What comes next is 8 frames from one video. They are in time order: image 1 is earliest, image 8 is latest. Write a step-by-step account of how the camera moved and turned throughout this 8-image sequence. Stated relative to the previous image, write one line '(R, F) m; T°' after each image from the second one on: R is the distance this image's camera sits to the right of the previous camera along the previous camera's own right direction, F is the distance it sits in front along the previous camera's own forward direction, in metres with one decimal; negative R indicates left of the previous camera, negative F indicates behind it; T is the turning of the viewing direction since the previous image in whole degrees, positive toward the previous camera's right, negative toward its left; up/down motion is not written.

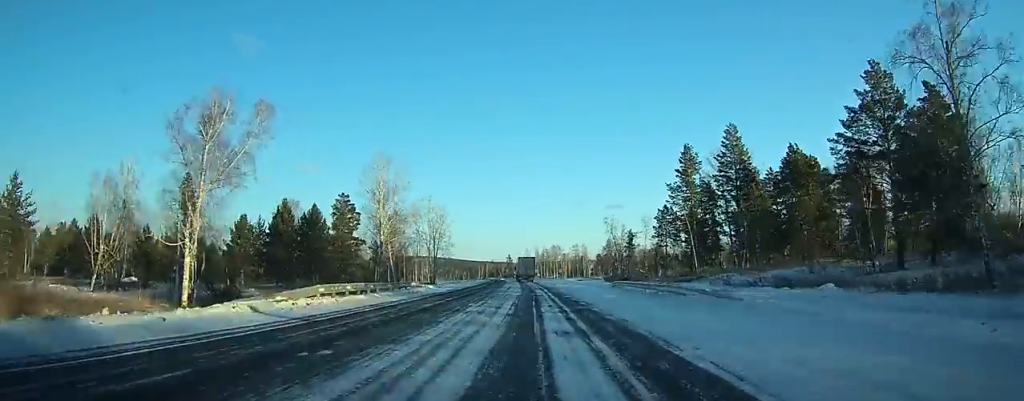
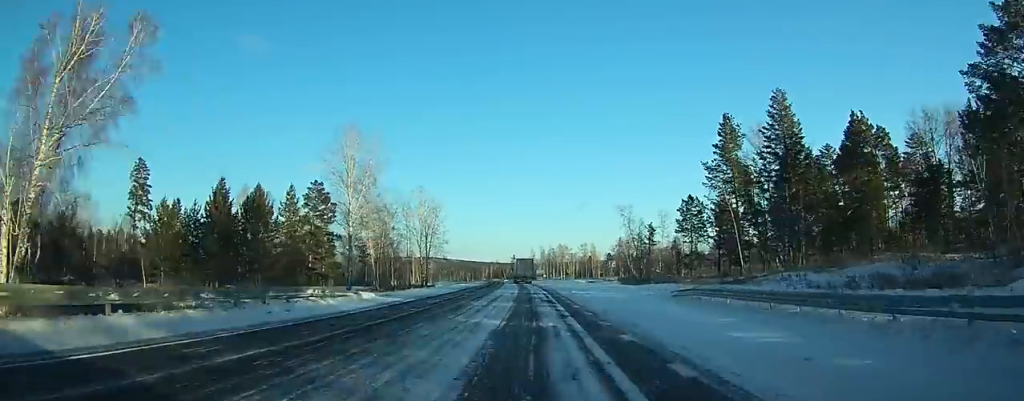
(-0.1, +21.3) m; -1°
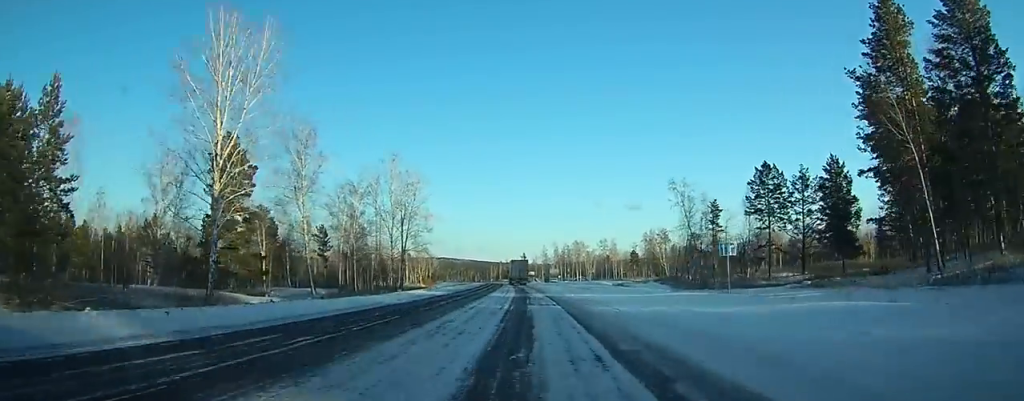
(-0.9, +40.8) m; -2°
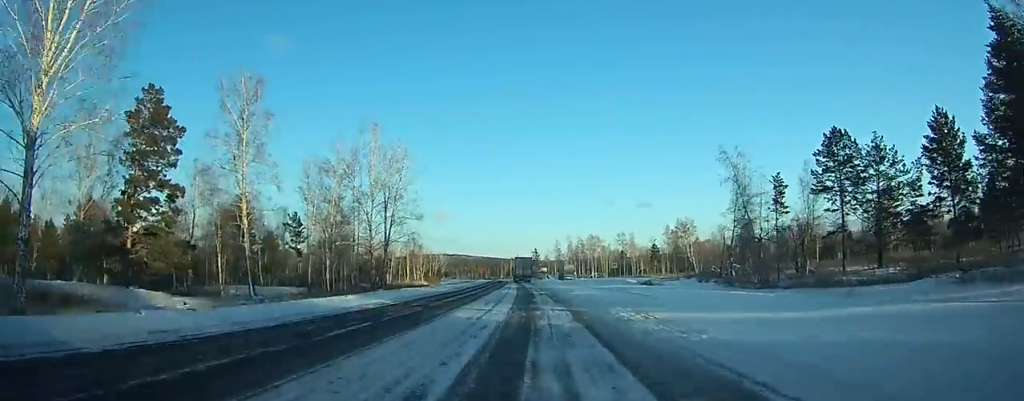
(-0.2, +21.0) m; -1°
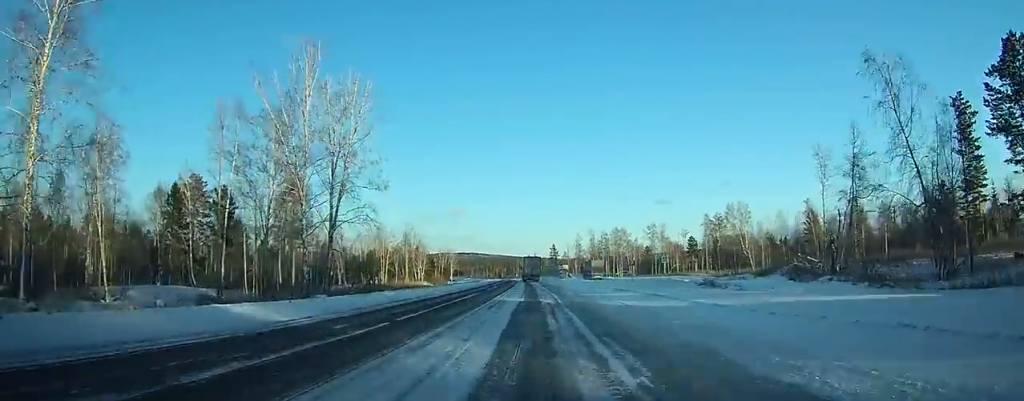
(-0.3, +32.2) m; -1°
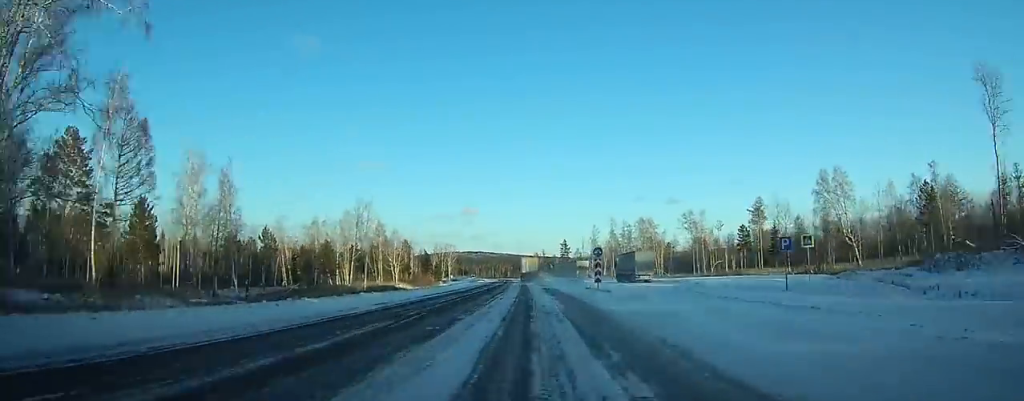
(0.0, +44.6) m; 0°
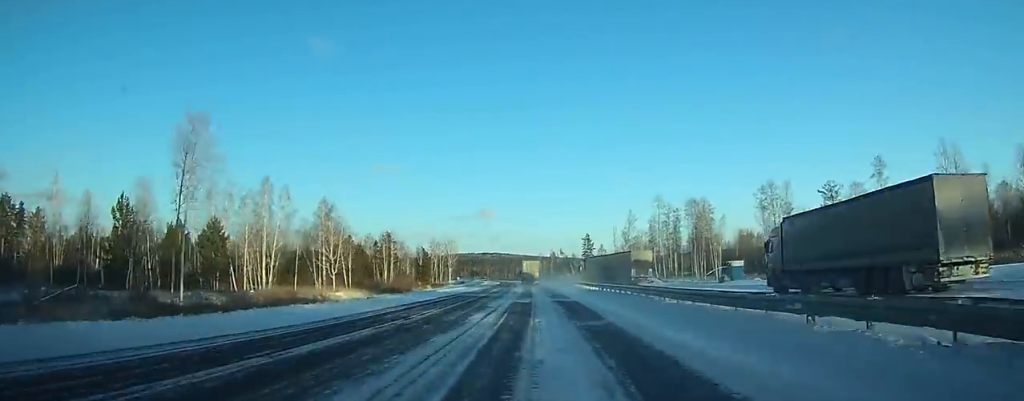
(-0.3, +54.3) m; -1°
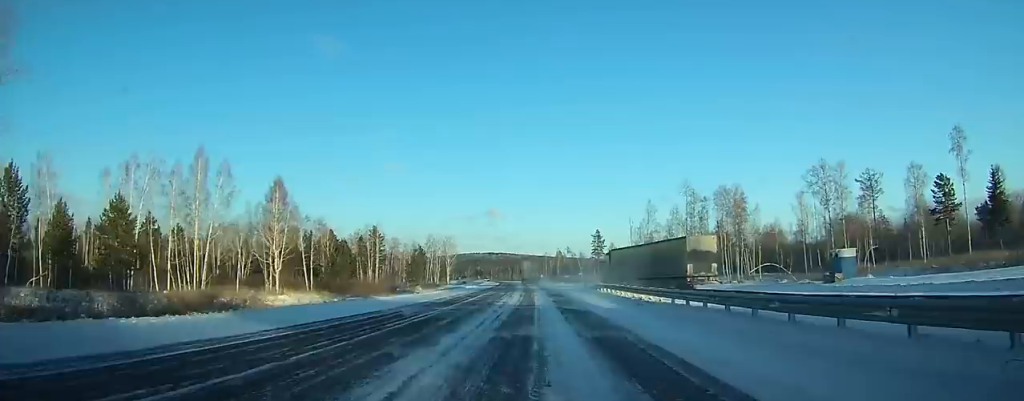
(+0.1, +22.3) m; -1°
